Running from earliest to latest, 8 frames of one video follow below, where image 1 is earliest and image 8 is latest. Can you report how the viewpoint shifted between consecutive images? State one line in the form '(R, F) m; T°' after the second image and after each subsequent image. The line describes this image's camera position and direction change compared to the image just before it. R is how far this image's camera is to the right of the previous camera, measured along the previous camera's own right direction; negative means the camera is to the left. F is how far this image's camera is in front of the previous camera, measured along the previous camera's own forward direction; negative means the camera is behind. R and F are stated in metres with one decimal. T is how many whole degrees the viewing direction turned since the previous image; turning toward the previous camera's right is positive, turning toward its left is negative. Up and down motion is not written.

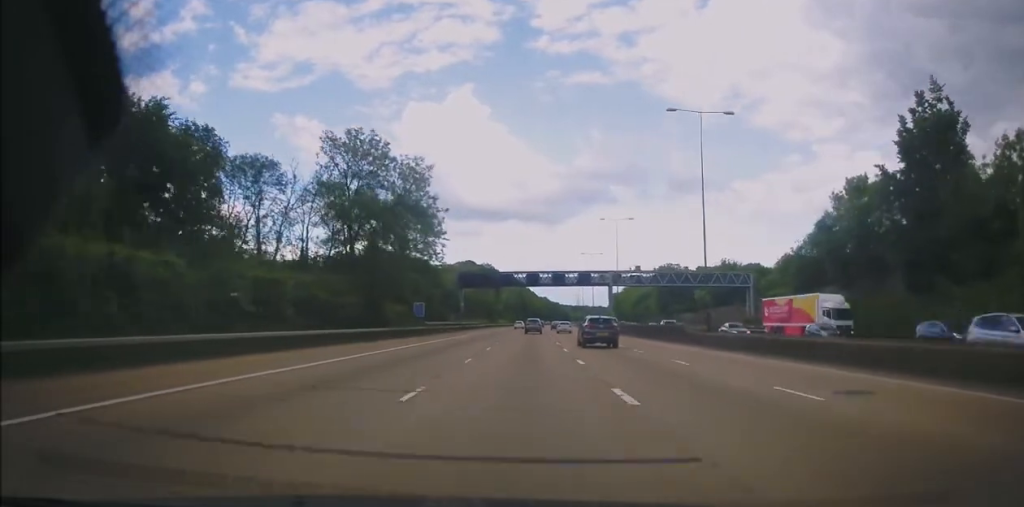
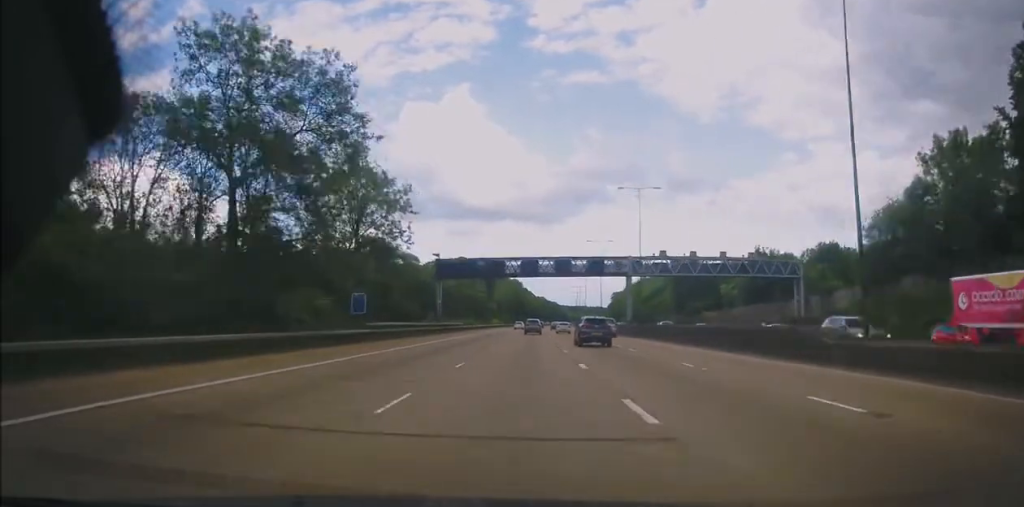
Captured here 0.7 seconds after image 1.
(0.0, +18.9) m; 0°
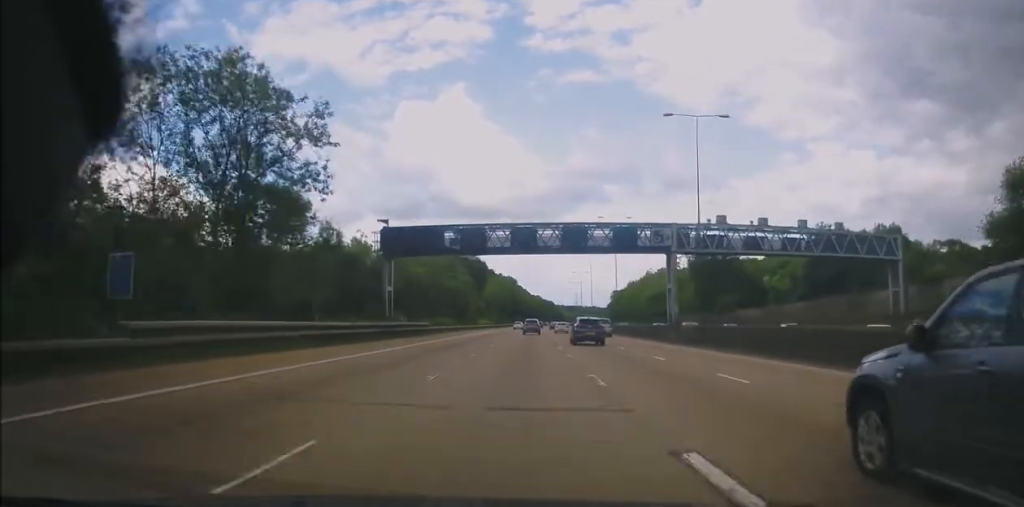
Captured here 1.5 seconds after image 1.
(+0.2, +22.7) m; 0°
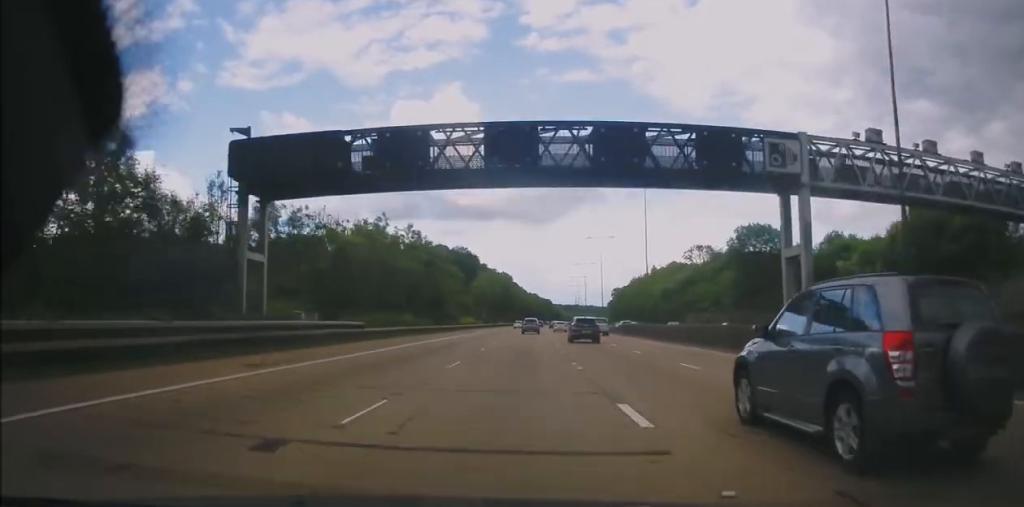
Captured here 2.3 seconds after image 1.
(-0.2, +22.9) m; 0°
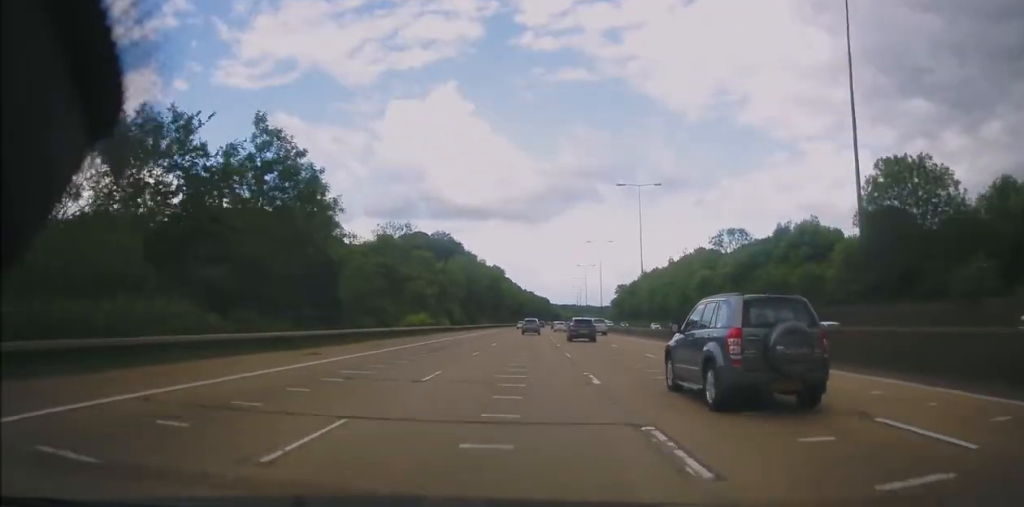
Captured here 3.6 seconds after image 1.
(+0.3, +38.2) m; +1°
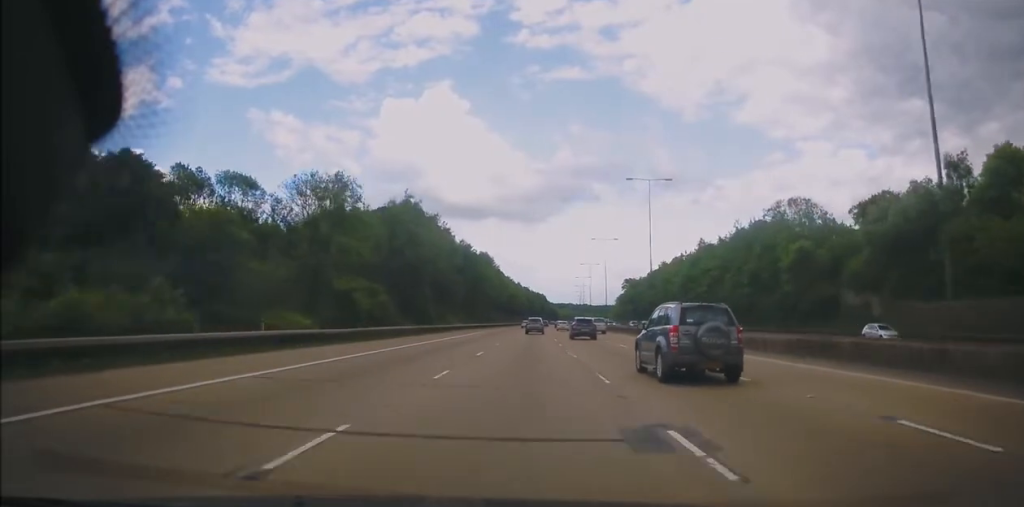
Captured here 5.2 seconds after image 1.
(+0.3, +45.9) m; +1°
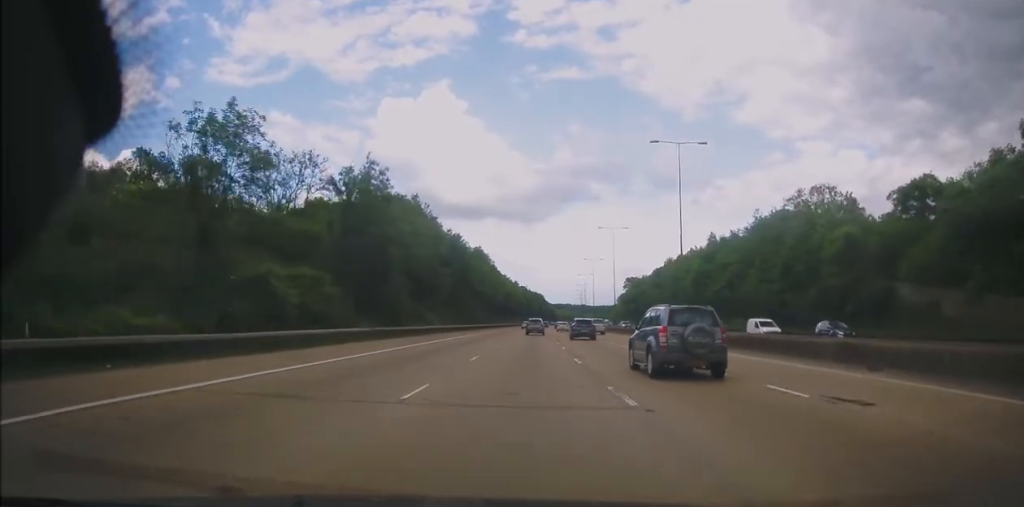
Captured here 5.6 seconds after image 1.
(+0.1, +12.5) m; 0°
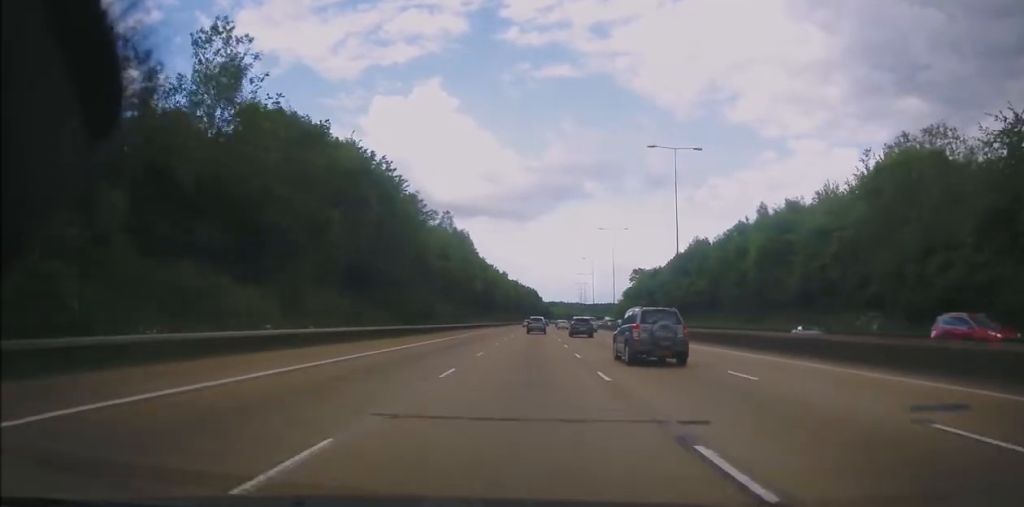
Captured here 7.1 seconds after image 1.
(0.0, +41.0) m; 0°
